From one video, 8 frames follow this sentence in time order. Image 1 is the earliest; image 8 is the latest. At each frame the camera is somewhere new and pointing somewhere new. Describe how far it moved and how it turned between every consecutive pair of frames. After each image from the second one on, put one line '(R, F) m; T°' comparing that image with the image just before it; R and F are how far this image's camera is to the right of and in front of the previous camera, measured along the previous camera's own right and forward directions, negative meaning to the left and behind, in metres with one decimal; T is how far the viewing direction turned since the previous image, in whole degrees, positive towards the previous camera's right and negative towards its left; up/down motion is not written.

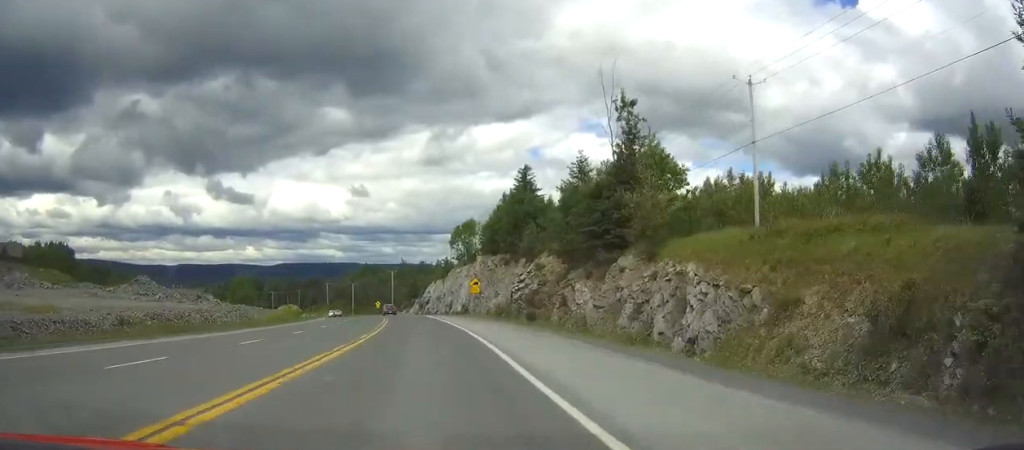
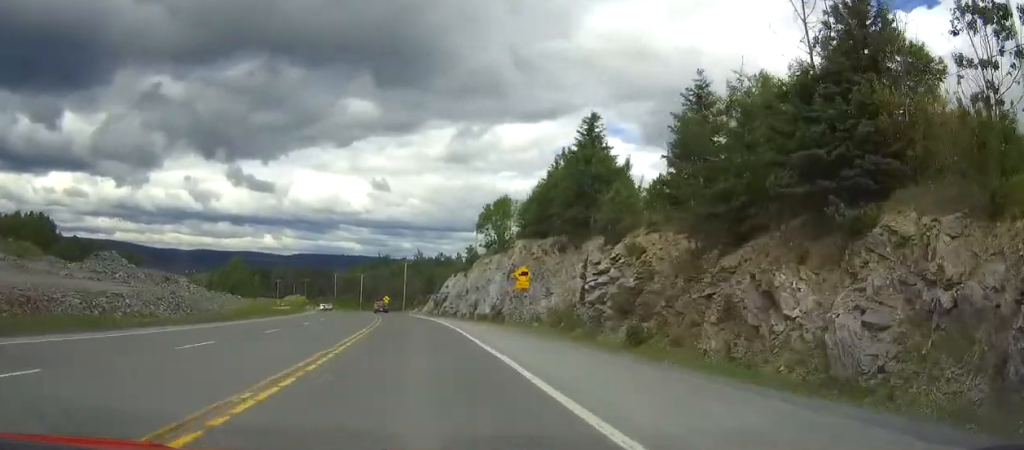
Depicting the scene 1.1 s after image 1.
(-0.2, +23.6) m; -1°
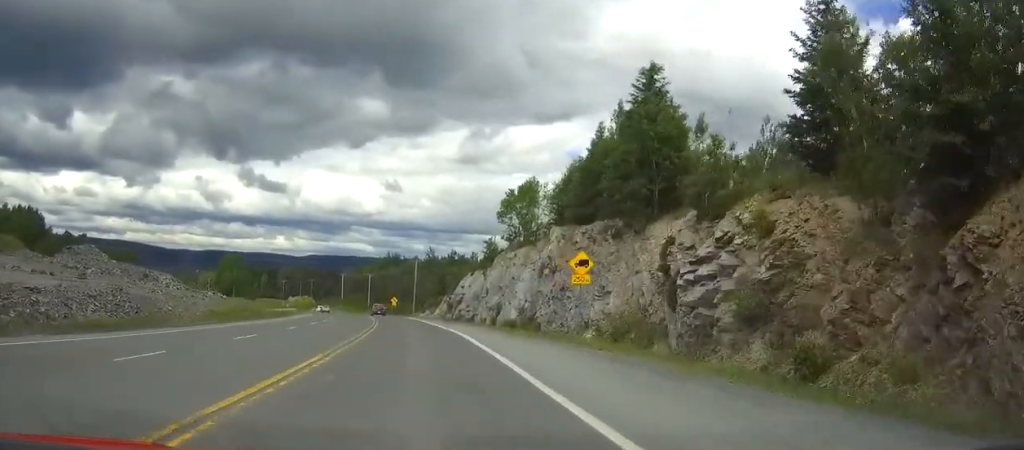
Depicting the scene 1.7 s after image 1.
(-0.1, +12.9) m; -1°
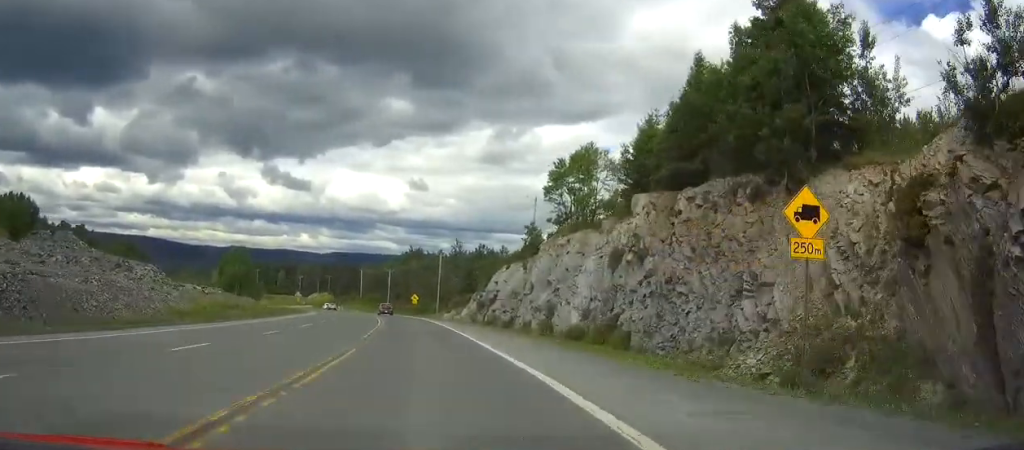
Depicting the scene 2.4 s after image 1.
(-0.1, +15.7) m; -2°
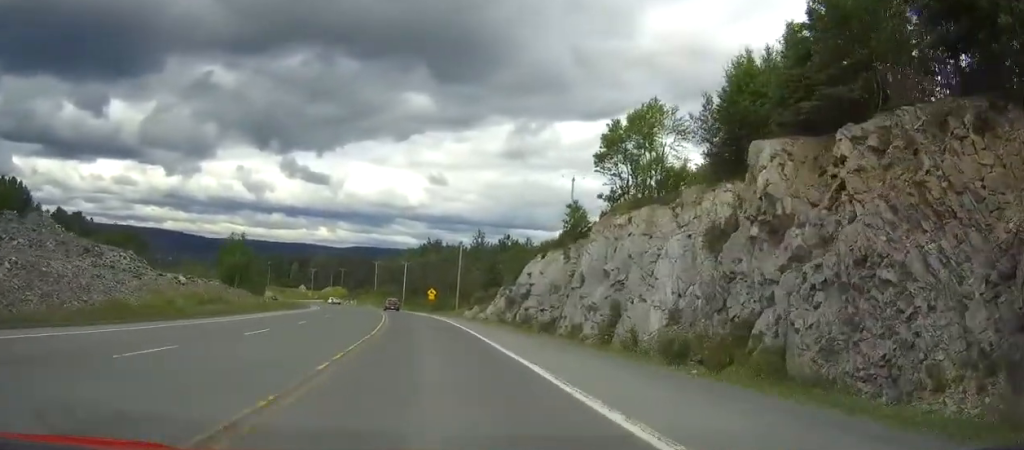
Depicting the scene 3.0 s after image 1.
(-0.3, +12.1) m; -1°
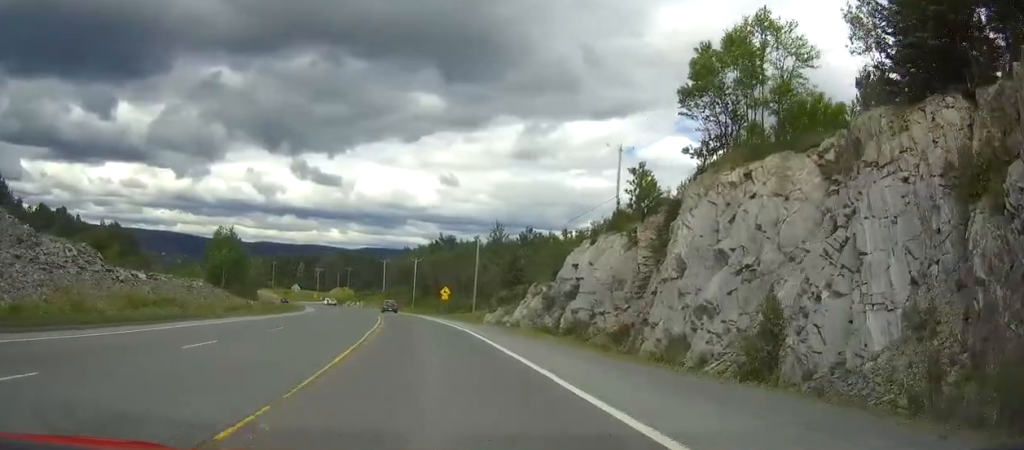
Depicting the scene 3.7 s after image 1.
(-0.2, +14.9) m; -2°
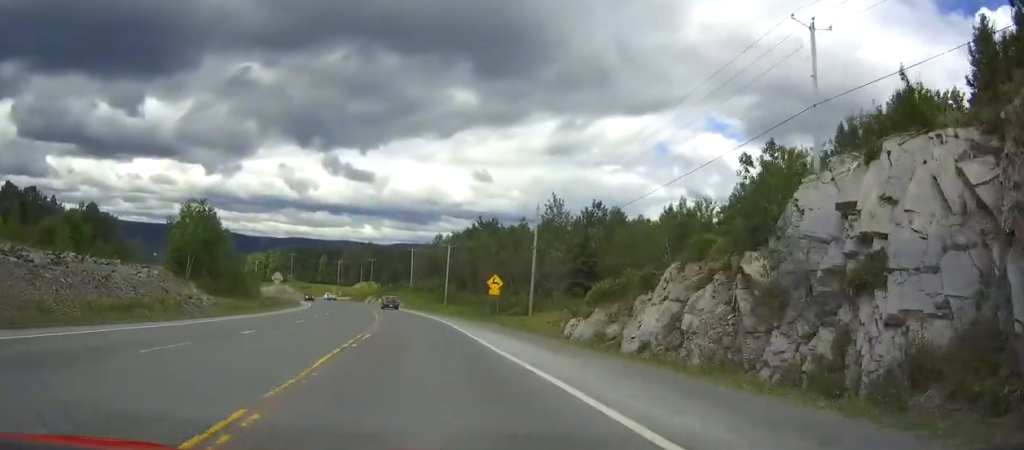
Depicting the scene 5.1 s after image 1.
(-0.7, +29.0) m; -3°
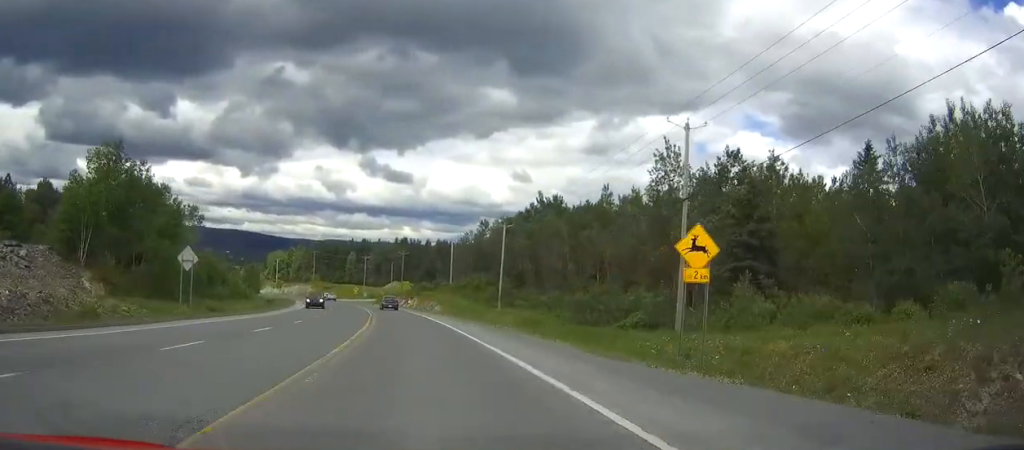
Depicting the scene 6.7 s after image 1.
(-1.0, +34.5) m; -3°
